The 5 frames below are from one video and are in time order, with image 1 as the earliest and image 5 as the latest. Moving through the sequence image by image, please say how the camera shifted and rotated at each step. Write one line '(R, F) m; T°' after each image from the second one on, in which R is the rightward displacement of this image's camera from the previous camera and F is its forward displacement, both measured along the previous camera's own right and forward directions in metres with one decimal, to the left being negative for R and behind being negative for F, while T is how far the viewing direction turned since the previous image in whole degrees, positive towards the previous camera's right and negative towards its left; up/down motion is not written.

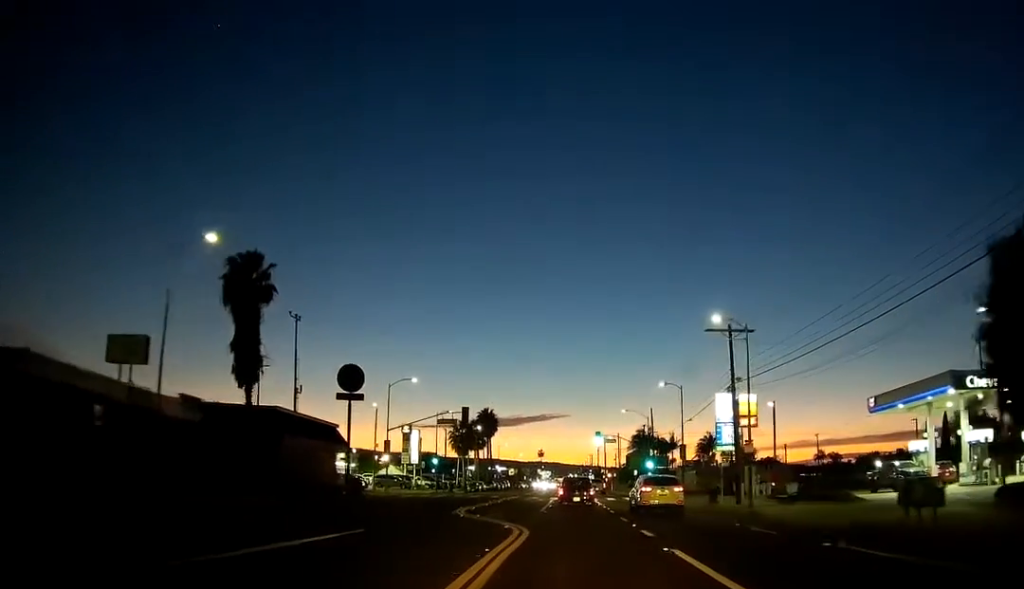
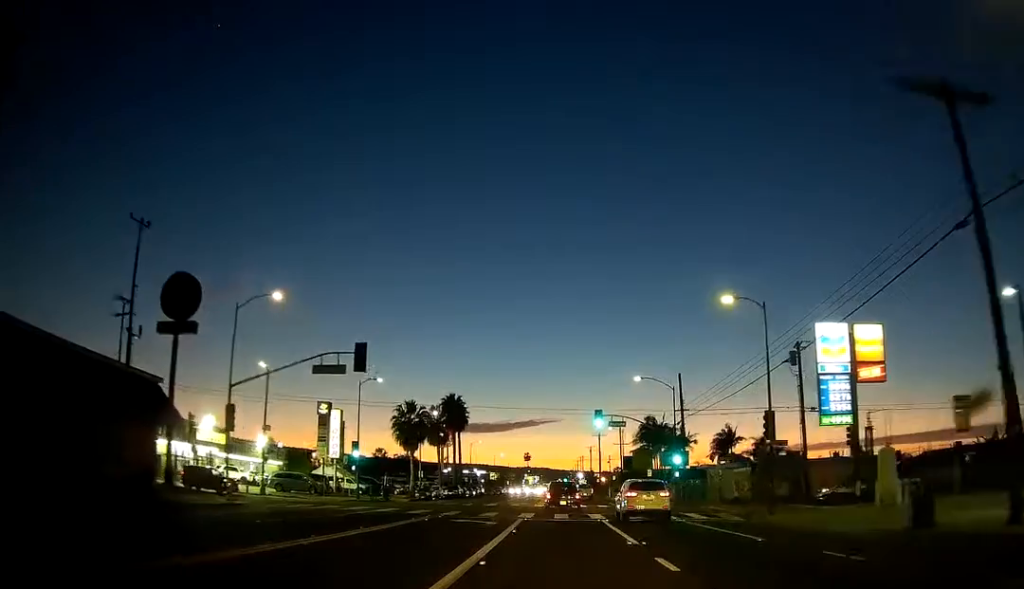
(+1.1, +29.1) m; +3°
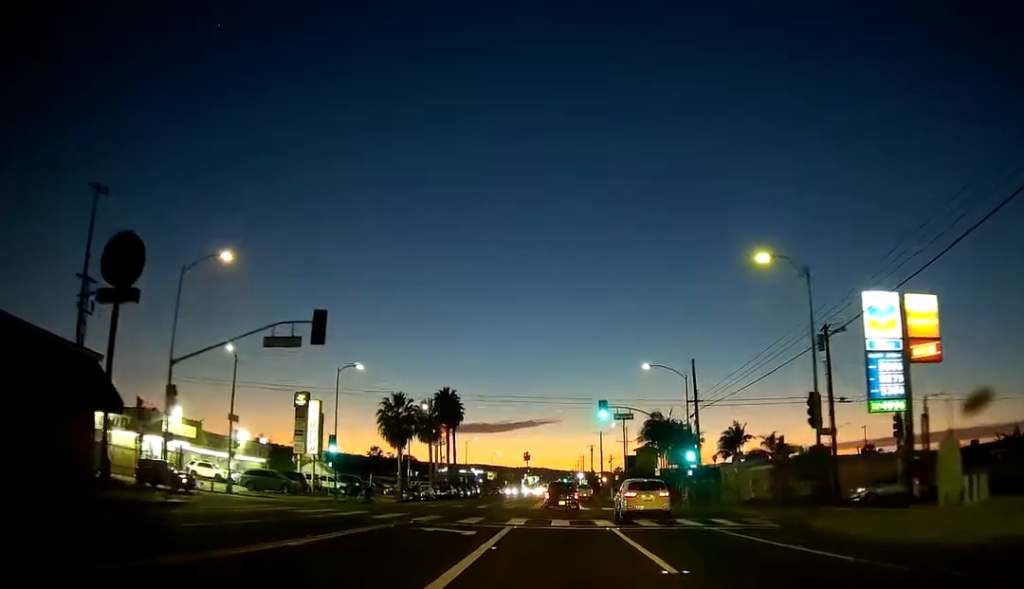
(0.0, +5.8) m; 0°
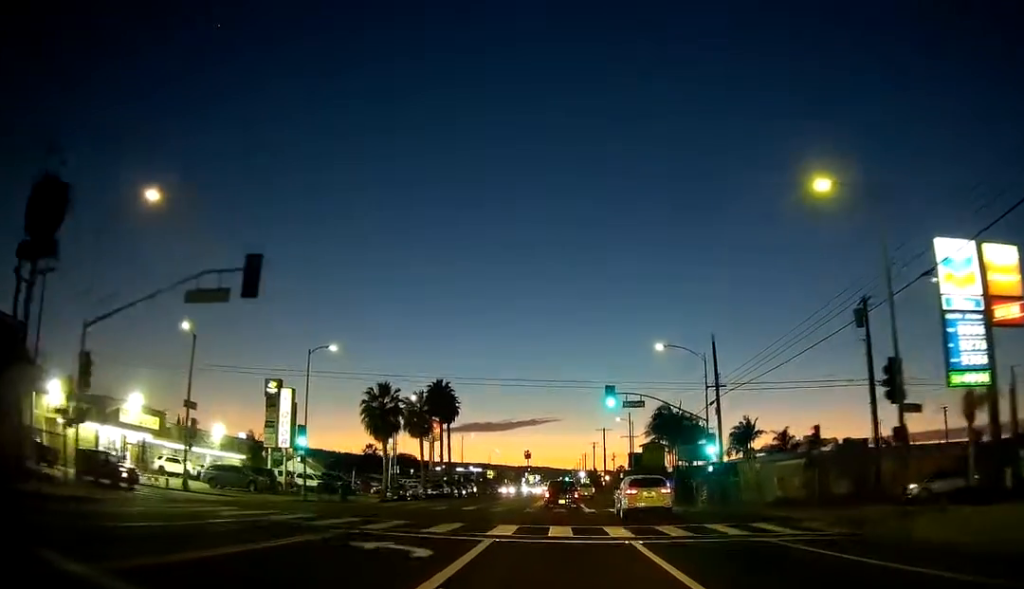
(-0.1, +7.0) m; -1°
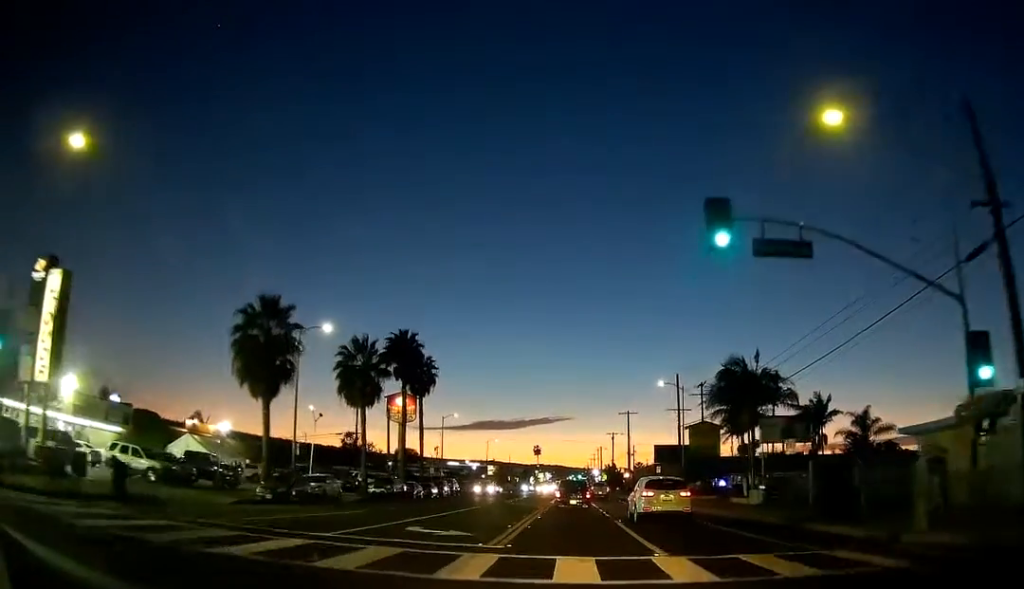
(+0.3, +28.5) m; +2°
